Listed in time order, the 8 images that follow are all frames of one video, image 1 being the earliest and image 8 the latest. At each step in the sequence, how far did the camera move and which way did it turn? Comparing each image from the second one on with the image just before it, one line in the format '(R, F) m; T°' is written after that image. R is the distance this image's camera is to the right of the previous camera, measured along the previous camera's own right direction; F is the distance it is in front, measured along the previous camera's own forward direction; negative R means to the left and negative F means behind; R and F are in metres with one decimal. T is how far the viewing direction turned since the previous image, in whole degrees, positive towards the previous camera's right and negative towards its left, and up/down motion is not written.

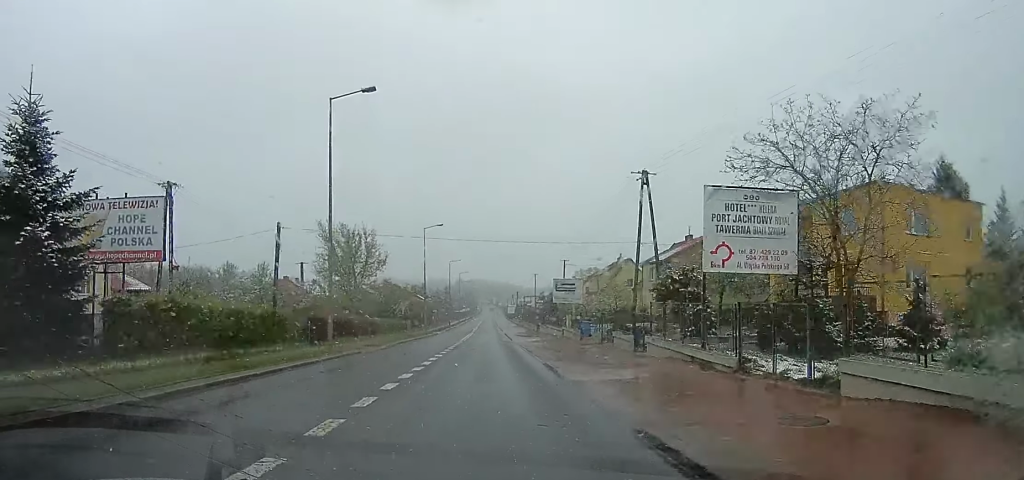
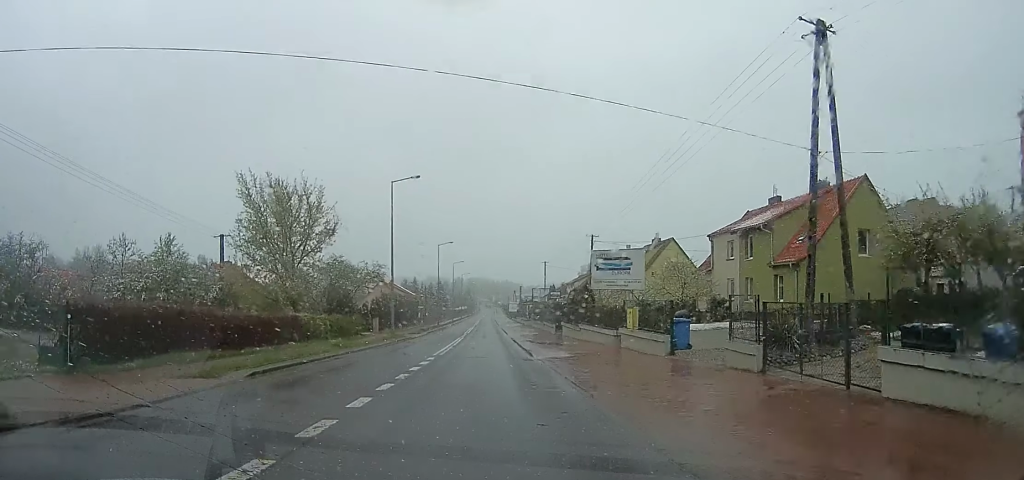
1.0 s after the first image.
(0.0, +18.3) m; +1°
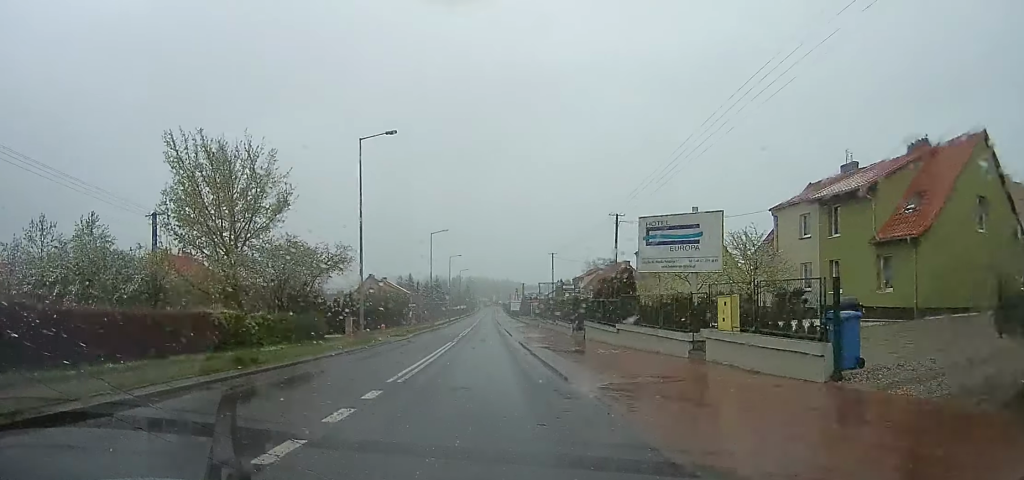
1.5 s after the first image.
(-0.1, +9.1) m; +1°
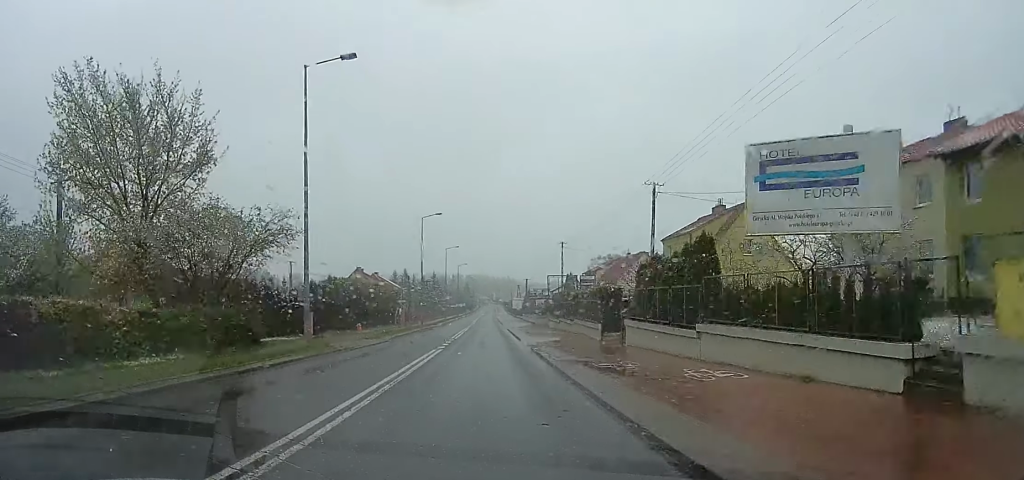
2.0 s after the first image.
(+0.2, +8.7) m; 0°
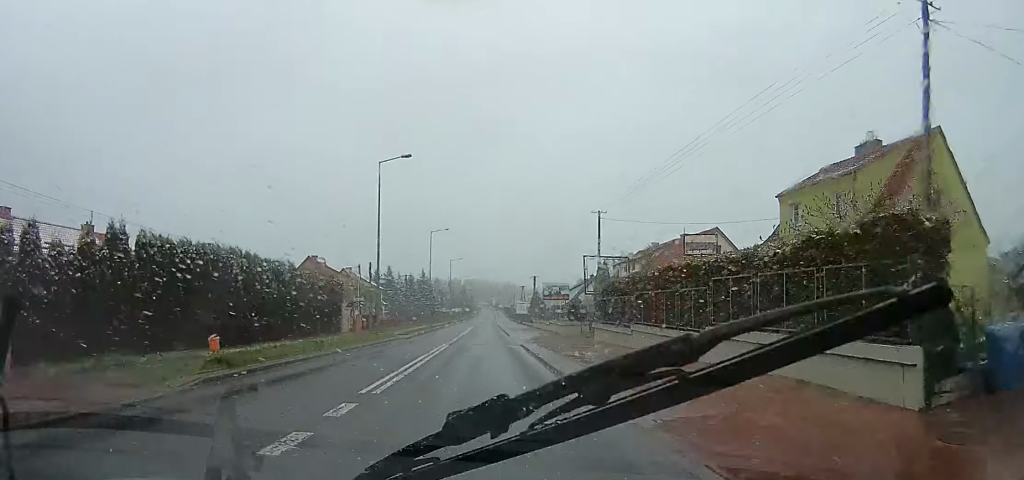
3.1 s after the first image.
(+0.2, +20.5) m; 0°
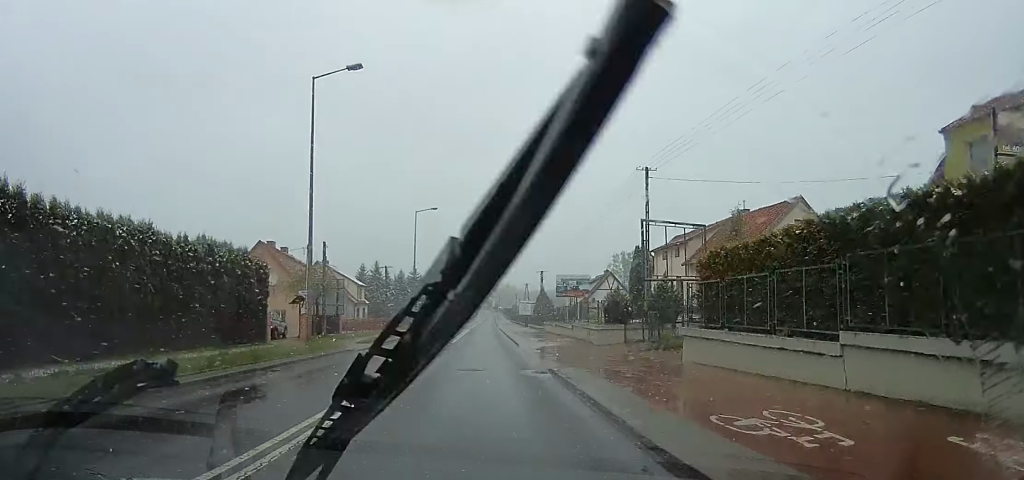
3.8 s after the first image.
(-0.3, +12.4) m; 0°
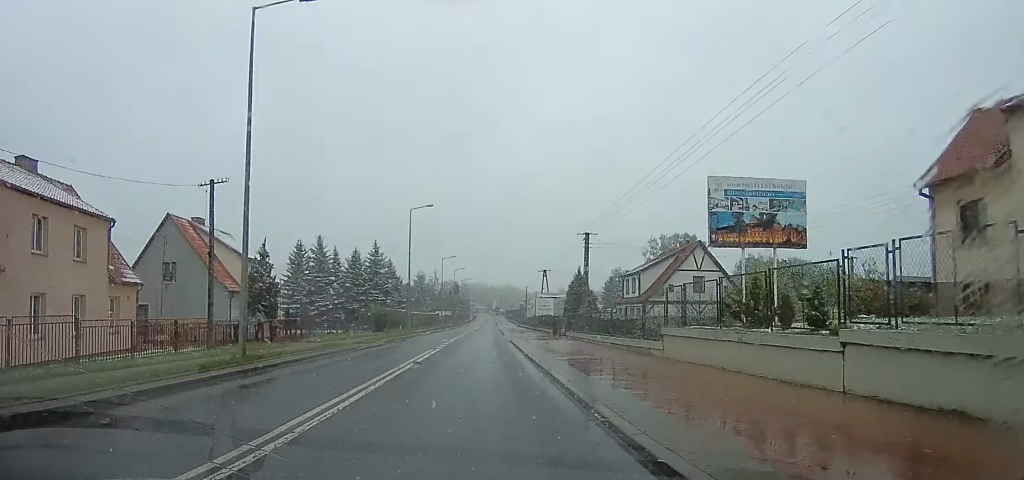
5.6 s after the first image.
(0.0, +33.8) m; -2°
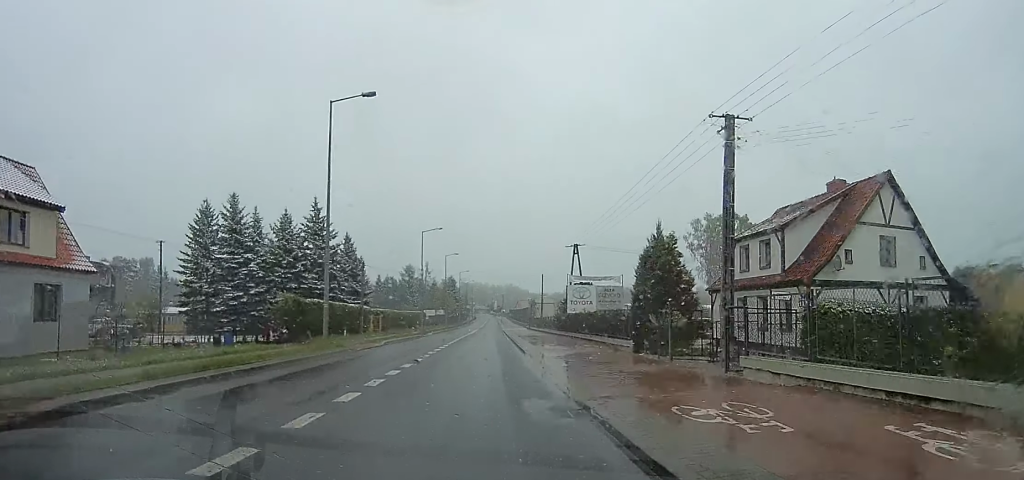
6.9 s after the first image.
(+0.3, +23.7) m; +2°
